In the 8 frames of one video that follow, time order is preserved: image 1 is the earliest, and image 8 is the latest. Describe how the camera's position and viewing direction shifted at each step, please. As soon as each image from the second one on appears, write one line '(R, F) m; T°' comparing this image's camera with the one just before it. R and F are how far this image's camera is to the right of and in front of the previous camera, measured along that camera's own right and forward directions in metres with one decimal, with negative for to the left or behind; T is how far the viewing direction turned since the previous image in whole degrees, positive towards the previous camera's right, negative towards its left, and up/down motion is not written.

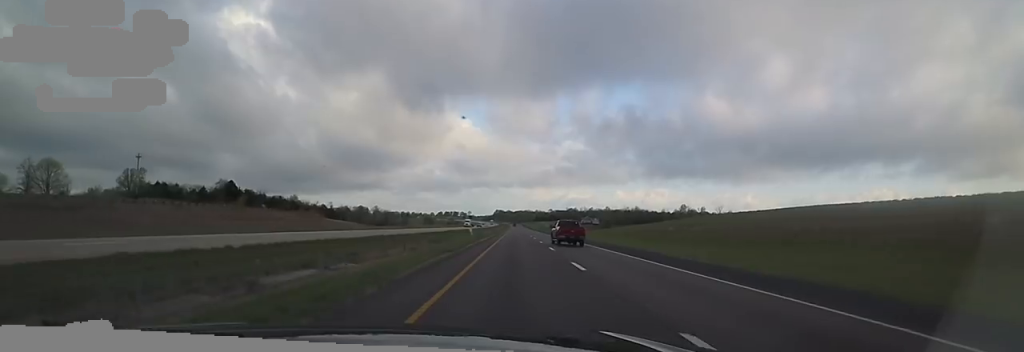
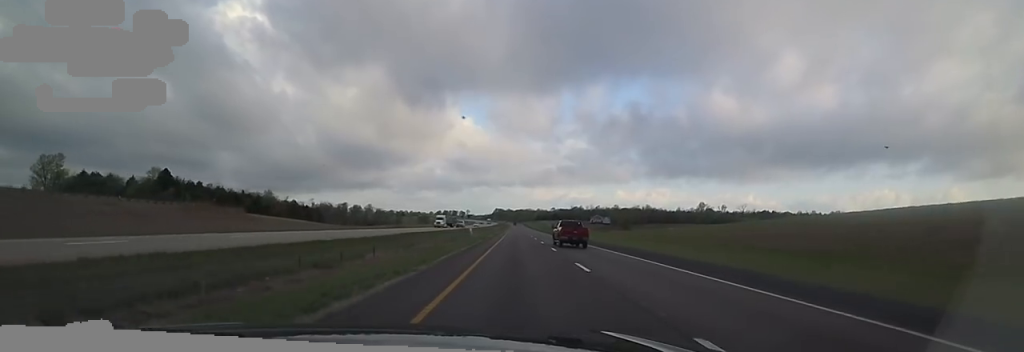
(-1.8, +36.1) m; -1°
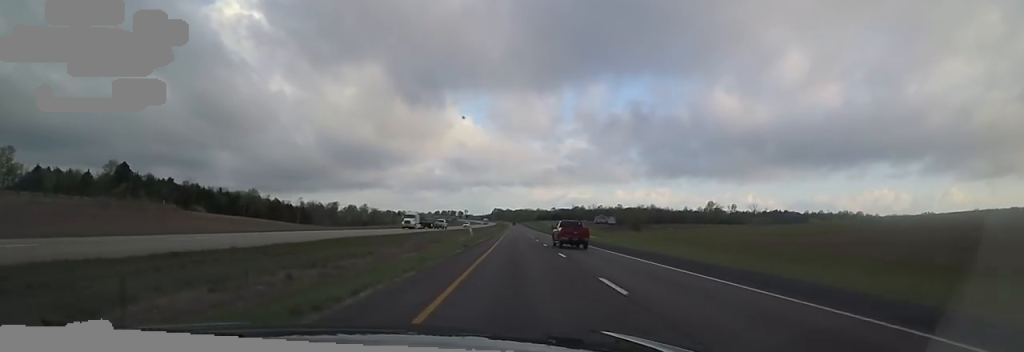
(+0.6, +16.8) m; +1°
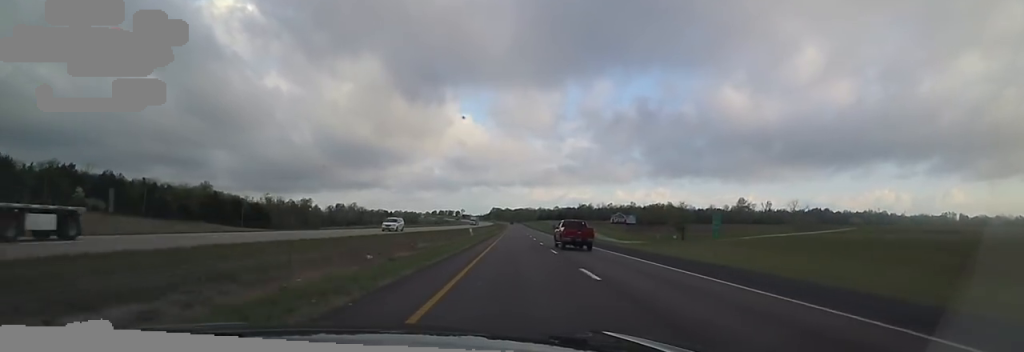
(+1.4, +45.6) m; 0°
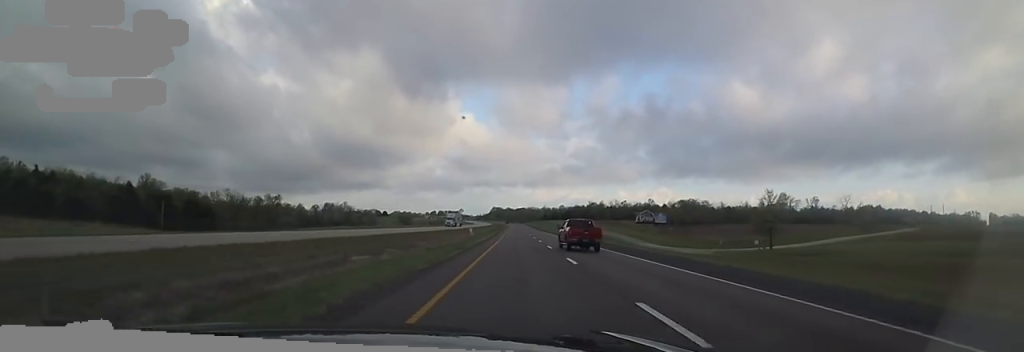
(-1.3, +44.3) m; -1°
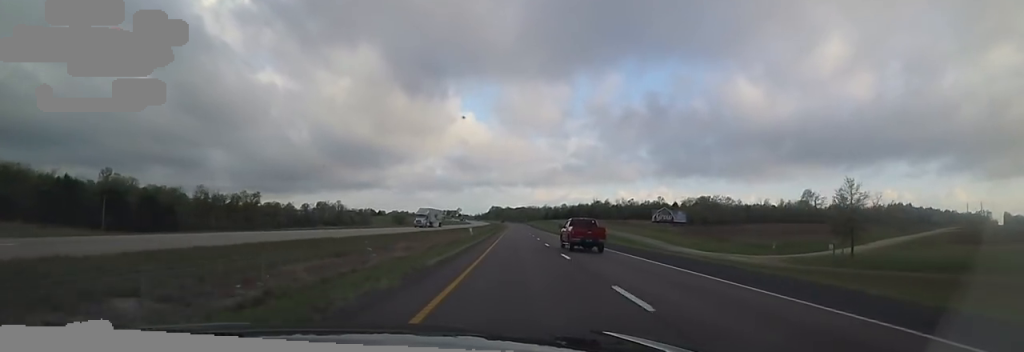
(+0.8, +22.3) m; +1°
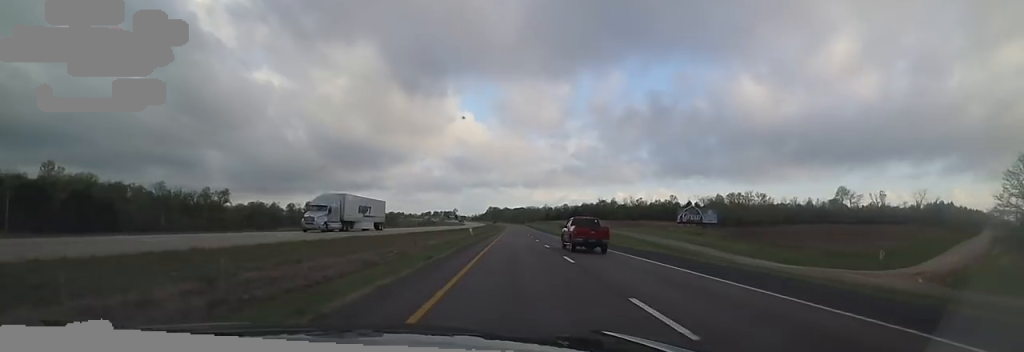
(+0.1, +26.8) m; 0°
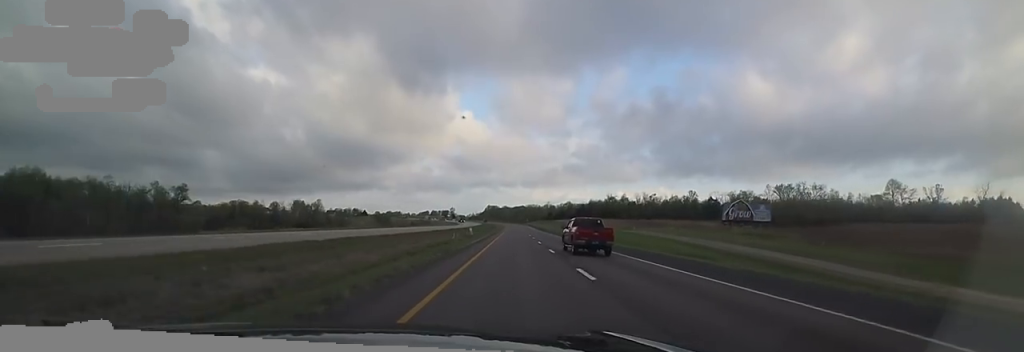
(-0.4, +30.1) m; -1°
